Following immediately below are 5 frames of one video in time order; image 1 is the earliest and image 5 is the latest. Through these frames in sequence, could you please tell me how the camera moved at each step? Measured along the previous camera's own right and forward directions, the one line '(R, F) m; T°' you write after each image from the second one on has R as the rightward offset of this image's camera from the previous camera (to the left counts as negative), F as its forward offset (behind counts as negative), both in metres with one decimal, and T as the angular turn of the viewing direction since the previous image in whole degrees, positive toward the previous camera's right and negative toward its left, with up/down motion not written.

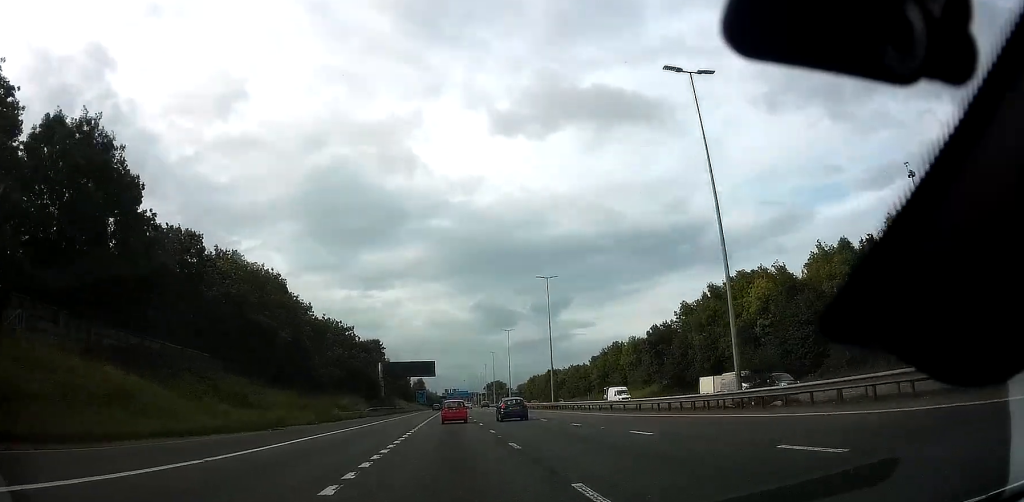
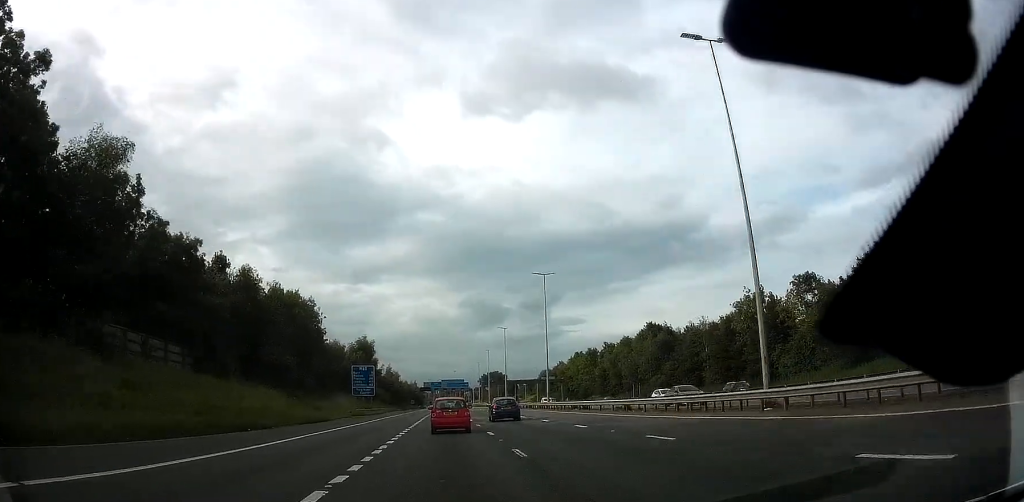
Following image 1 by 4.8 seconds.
(-1.4, +146.1) m; 0°
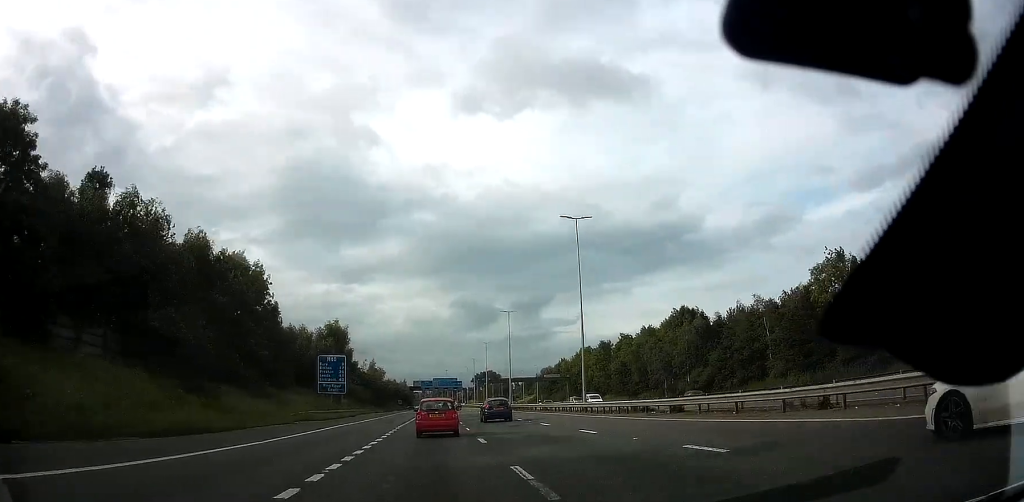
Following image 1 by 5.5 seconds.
(0.0, +21.5) m; 0°
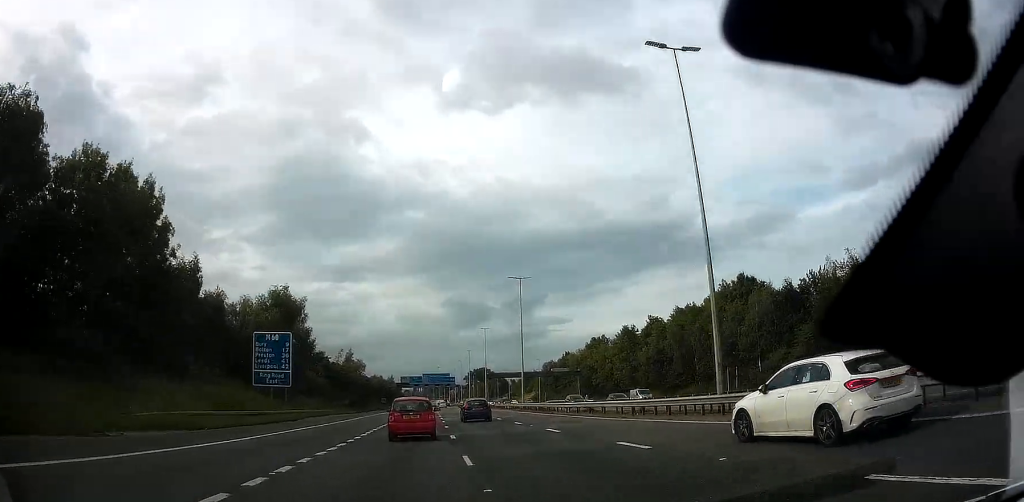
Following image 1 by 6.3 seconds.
(+0.2, +24.8) m; 0°
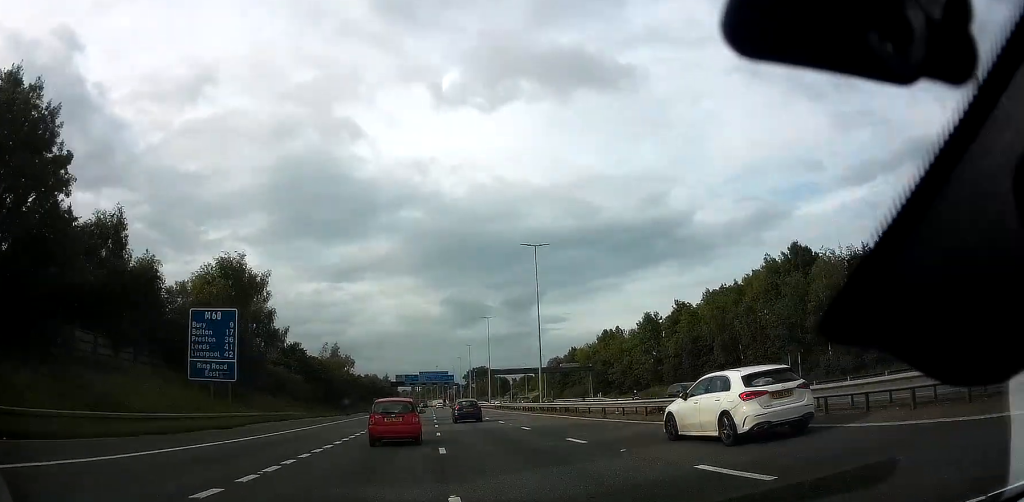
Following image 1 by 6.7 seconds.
(-0.1, +14.5) m; 0°
